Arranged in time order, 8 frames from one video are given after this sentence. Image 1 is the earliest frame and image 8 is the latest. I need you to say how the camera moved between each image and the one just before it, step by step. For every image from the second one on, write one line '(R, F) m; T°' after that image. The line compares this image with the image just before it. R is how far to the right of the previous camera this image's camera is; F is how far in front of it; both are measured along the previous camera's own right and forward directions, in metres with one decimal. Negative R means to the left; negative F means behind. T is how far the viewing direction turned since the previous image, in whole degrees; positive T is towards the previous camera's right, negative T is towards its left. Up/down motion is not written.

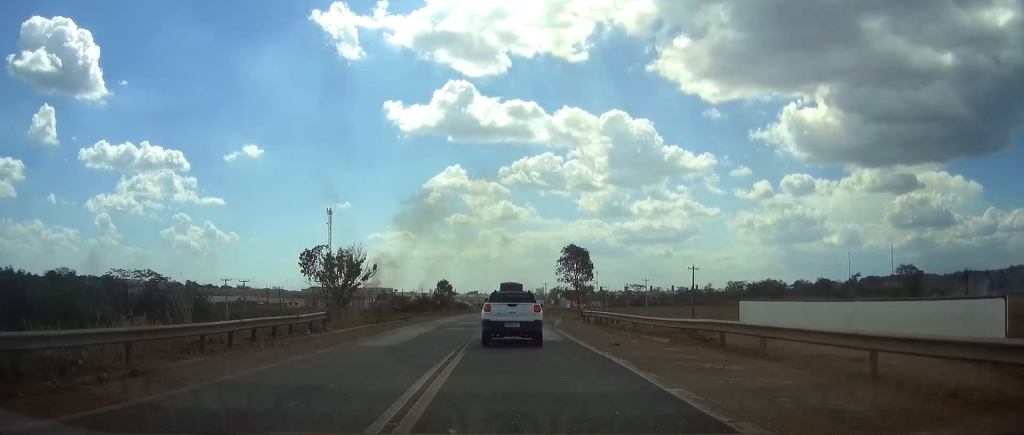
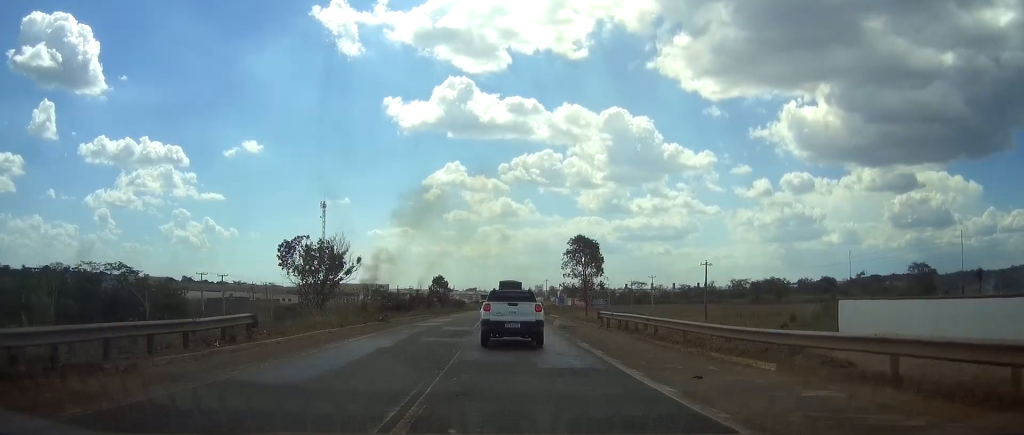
(-0.1, +9.4) m; 0°
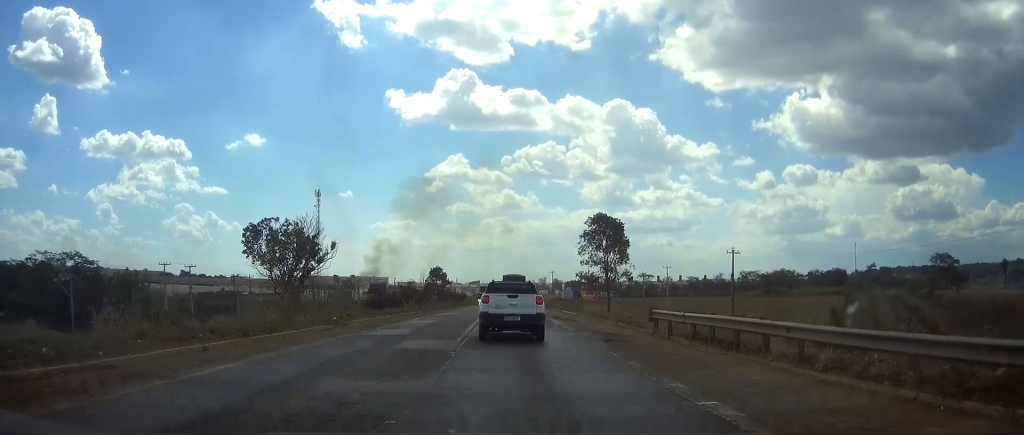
(+0.2, +12.7) m; 0°
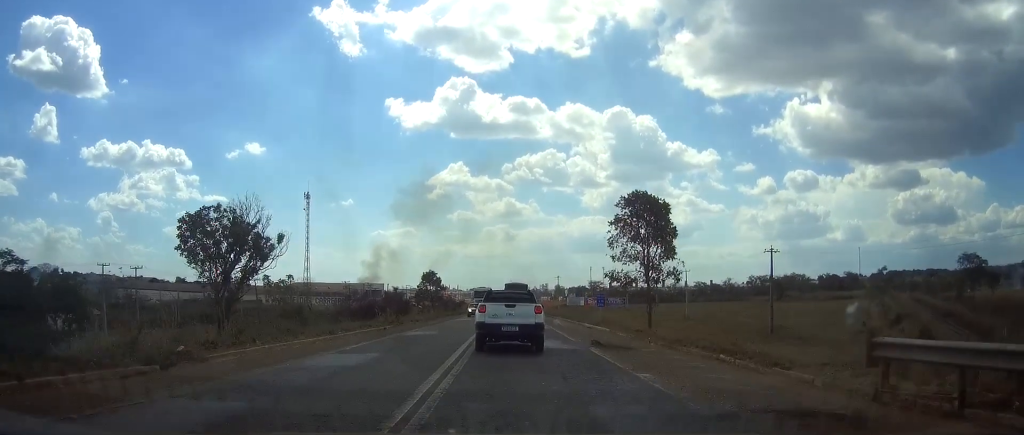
(0.0, +15.8) m; 0°
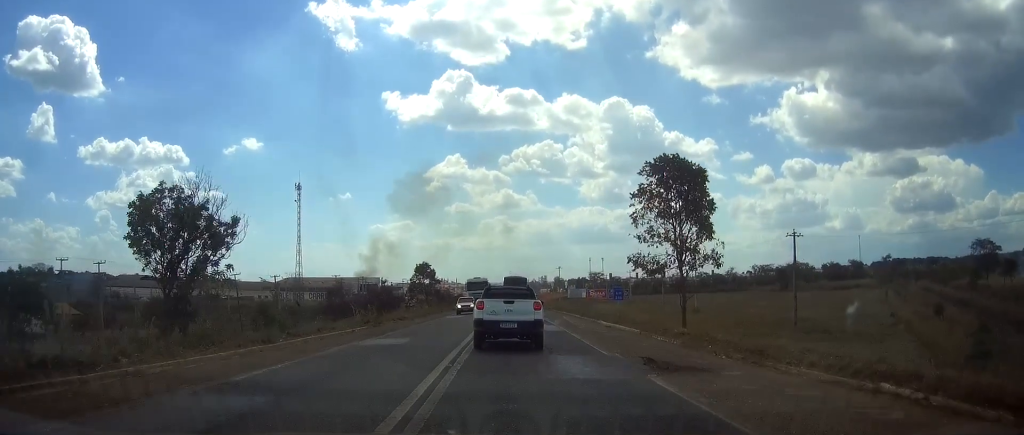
(0.0, +8.7) m; 0°
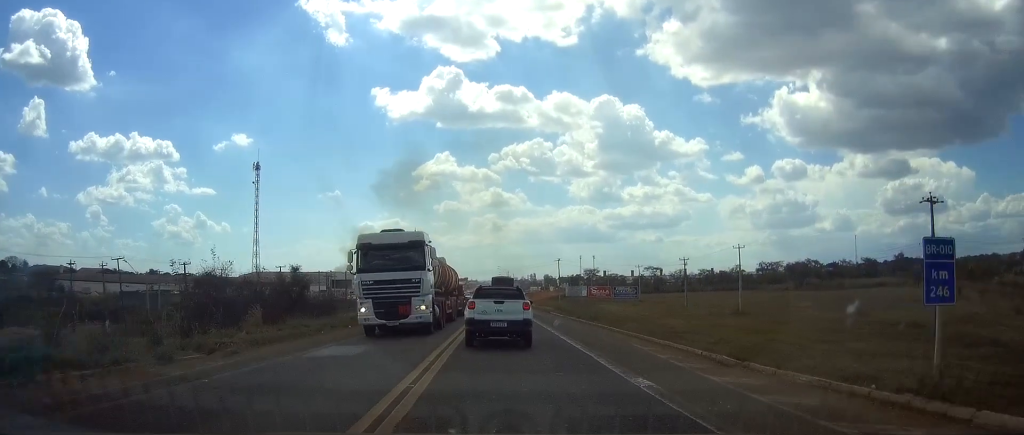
(+0.3, +32.5) m; +1°
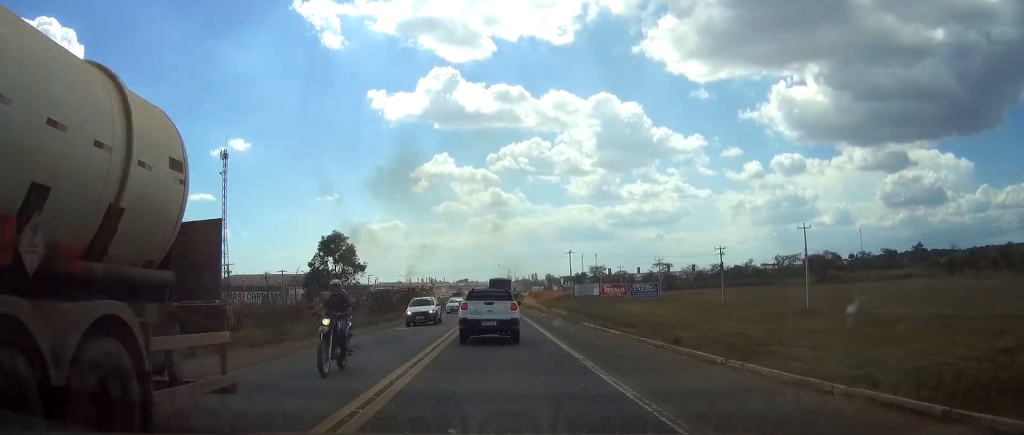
(-0.2, +24.2) m; 0°
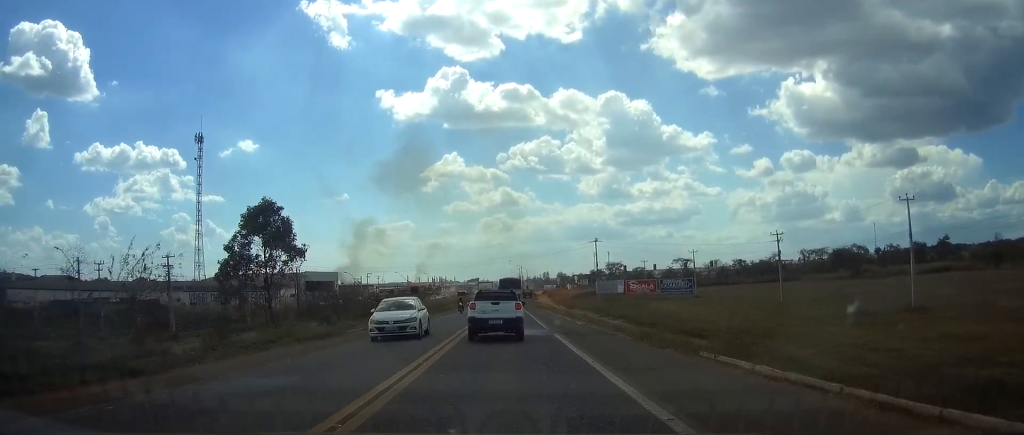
(+0.2, +22.1) m; 0°
